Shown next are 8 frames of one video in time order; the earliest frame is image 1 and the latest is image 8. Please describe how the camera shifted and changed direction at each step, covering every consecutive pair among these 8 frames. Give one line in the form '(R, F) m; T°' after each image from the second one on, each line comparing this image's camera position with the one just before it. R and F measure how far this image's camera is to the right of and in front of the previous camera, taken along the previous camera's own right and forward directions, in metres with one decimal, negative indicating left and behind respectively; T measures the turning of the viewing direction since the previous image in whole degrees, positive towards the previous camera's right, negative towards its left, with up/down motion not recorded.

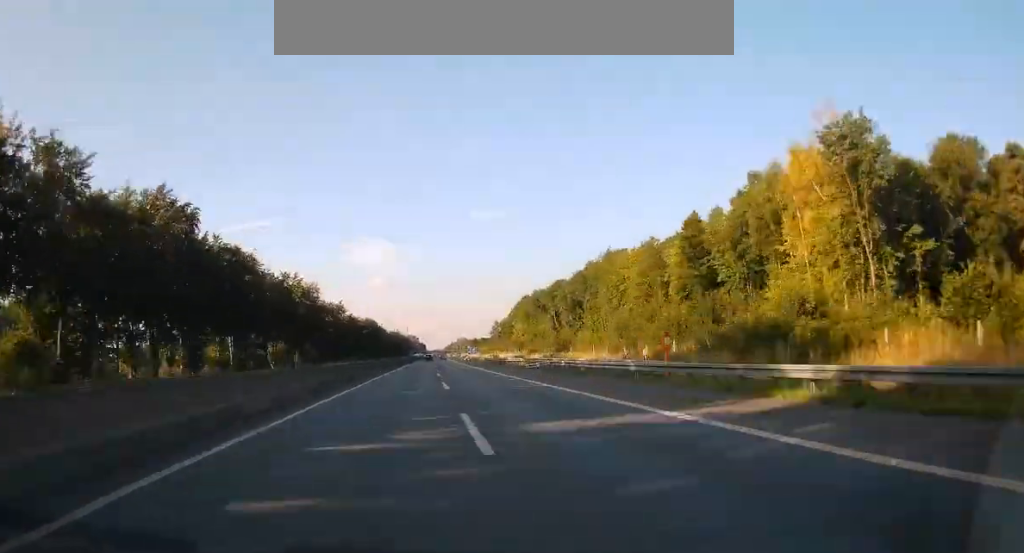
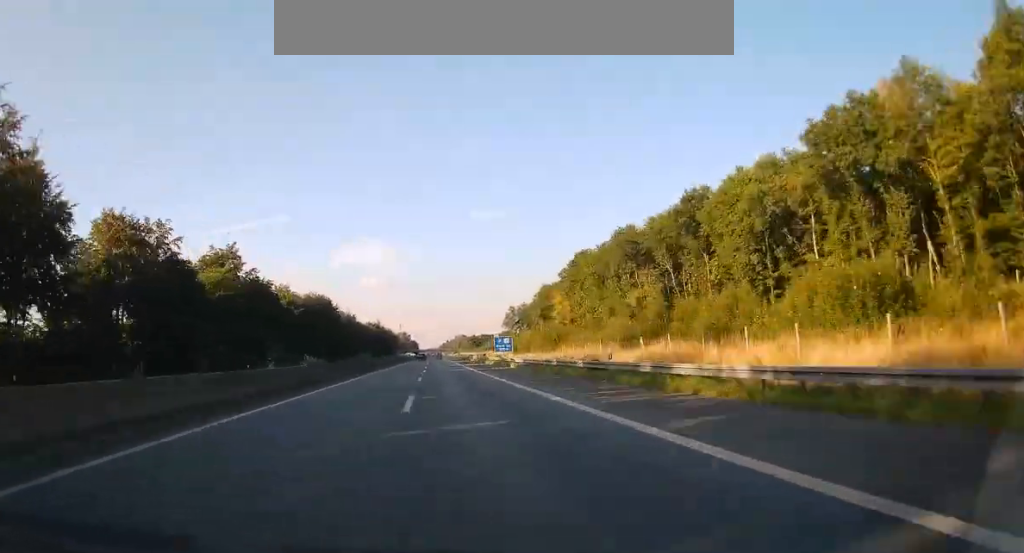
(+1.6, +100.6) m; +1°
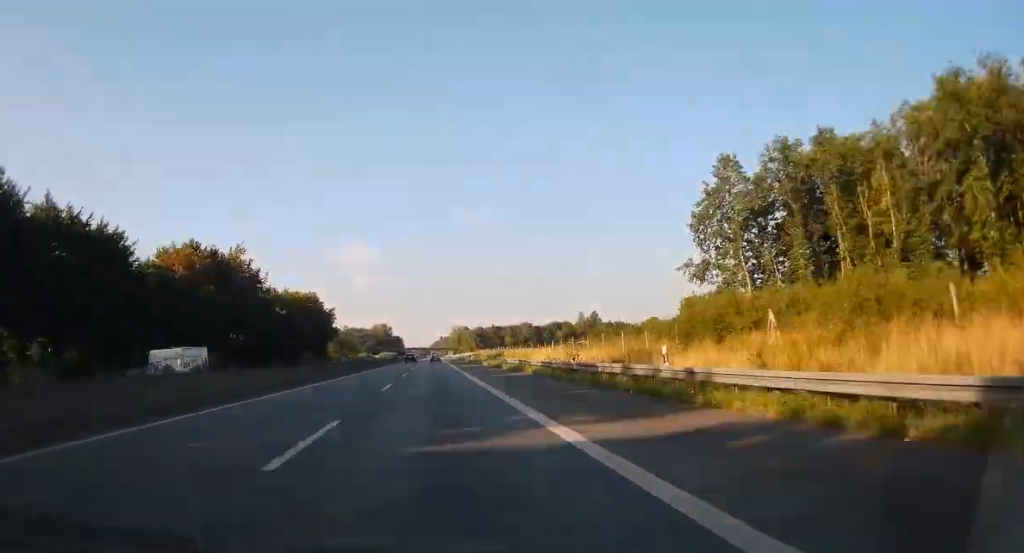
(+1.8, +206.5) m; 0°
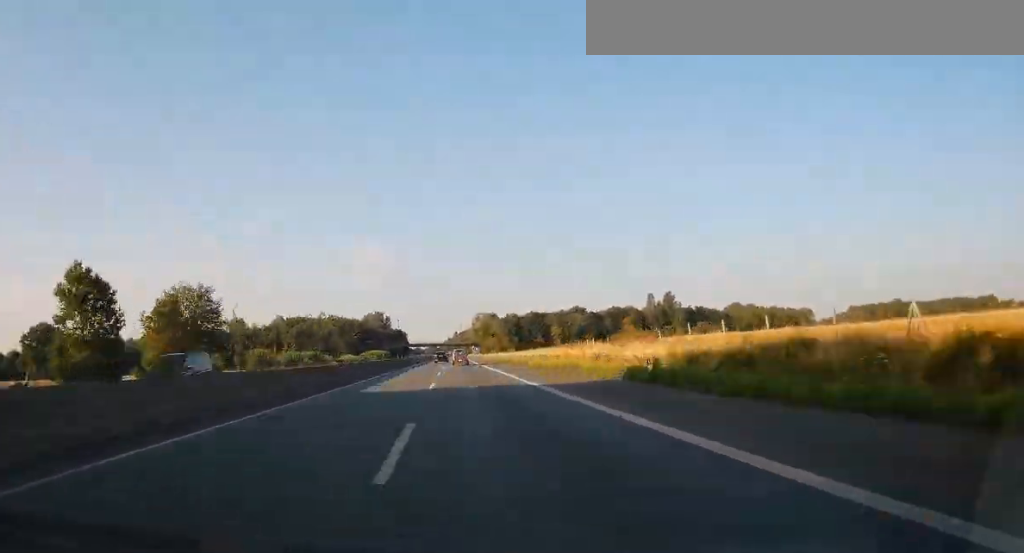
(-0.9, +143.0) m; 0°
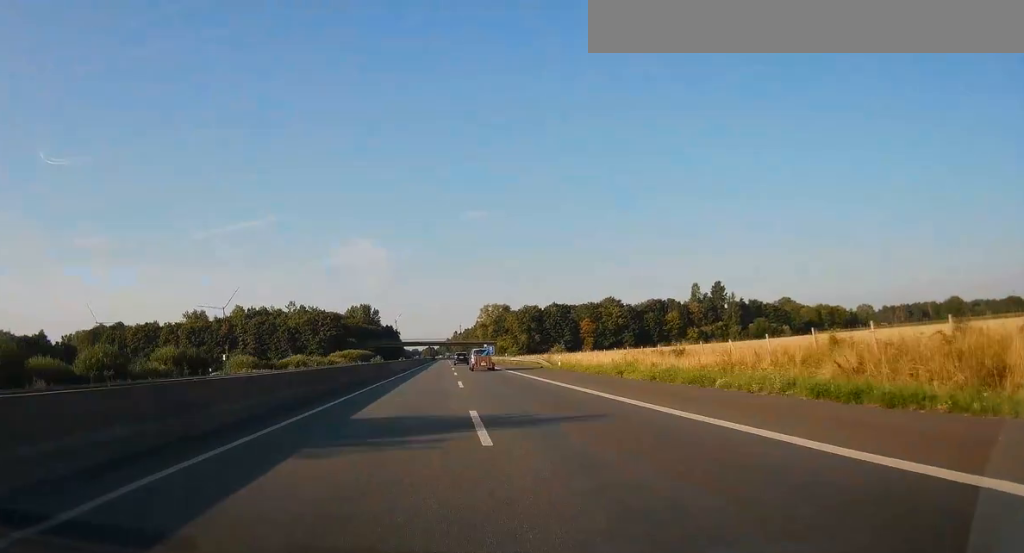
(-0.1, +67.9) m; 0°
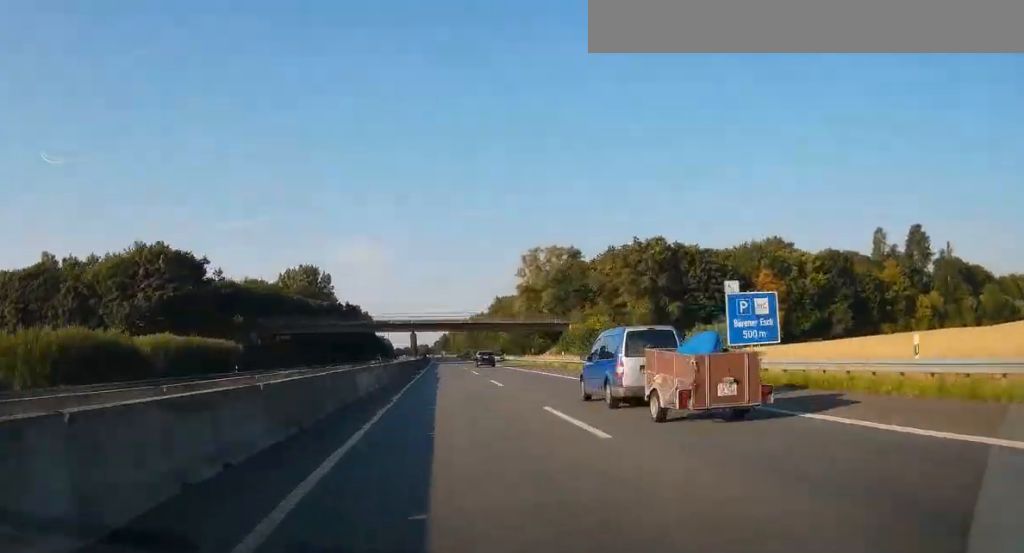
(+0.1, +141.2) m; 0°
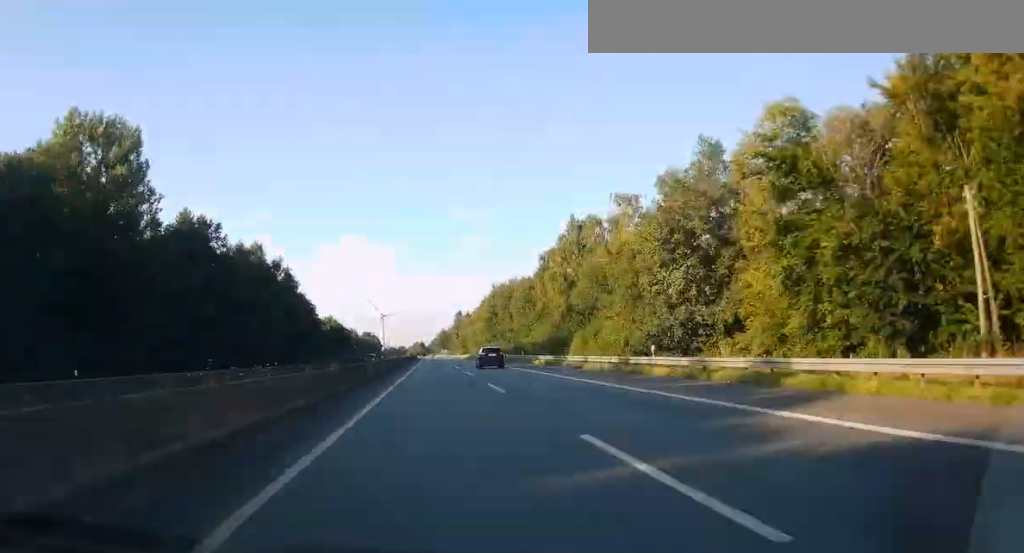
(+0.6, +127.4) m; 0°
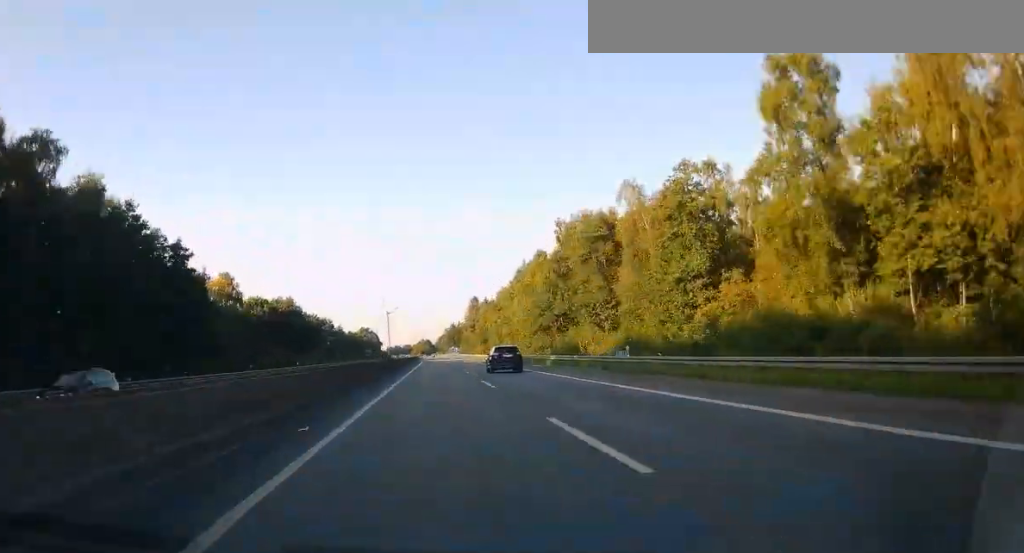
(-0.3, +83.5) m; -1°
